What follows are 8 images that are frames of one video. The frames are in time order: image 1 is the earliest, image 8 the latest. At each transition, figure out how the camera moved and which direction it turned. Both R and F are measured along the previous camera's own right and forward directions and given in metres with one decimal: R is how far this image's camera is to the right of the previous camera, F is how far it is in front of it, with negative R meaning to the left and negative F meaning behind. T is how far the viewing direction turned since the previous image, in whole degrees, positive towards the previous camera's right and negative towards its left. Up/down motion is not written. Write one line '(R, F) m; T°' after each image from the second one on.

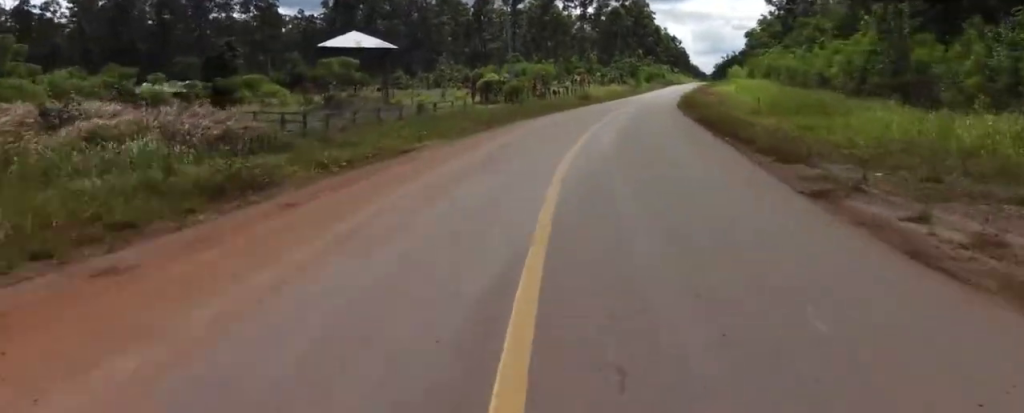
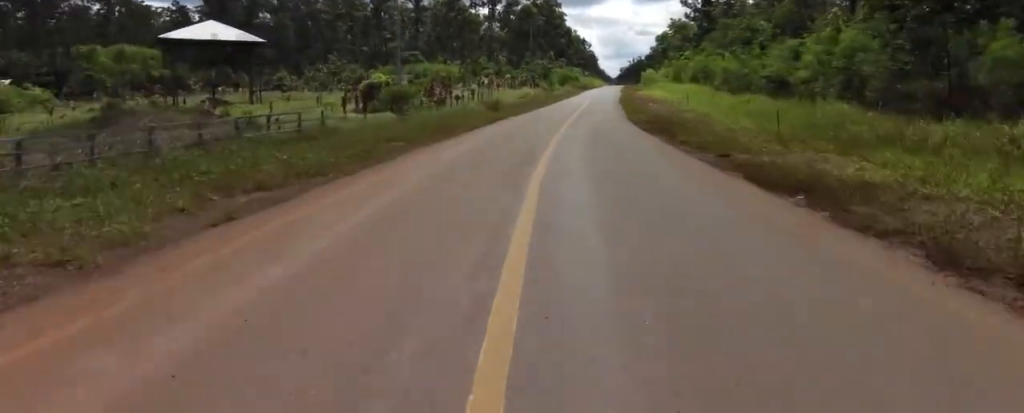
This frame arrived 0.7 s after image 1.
(+1.3, +11.1) m; +11°
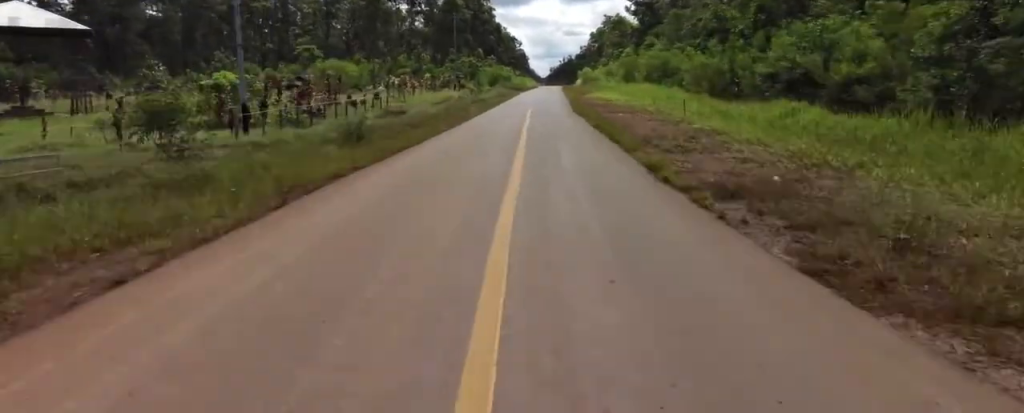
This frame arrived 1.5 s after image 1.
(+1.0, +12.7) m; +5°
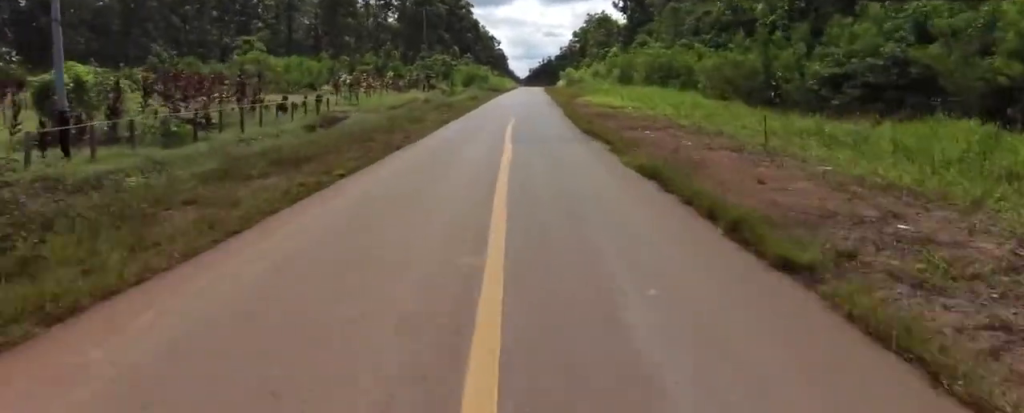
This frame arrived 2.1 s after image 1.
(+0.1, +9.6) m; +2°
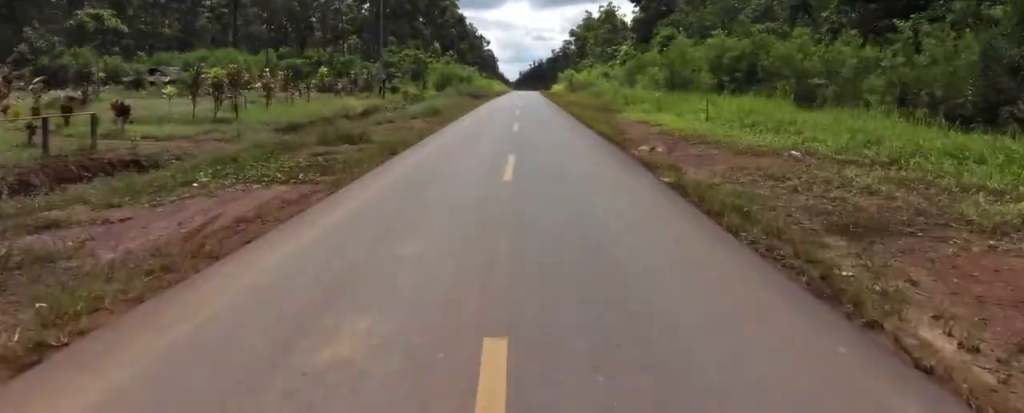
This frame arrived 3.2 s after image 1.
(+0.9, +19.8) m; +5°
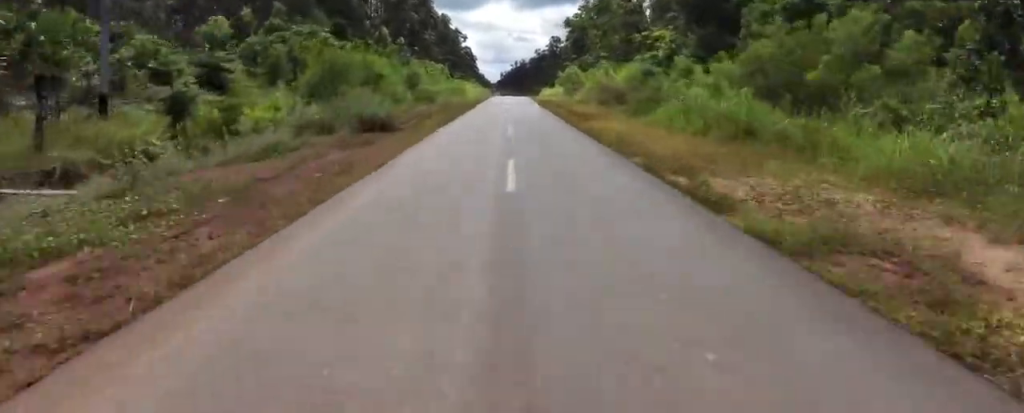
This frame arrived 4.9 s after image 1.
(+0.9, +33.7) m; +1°
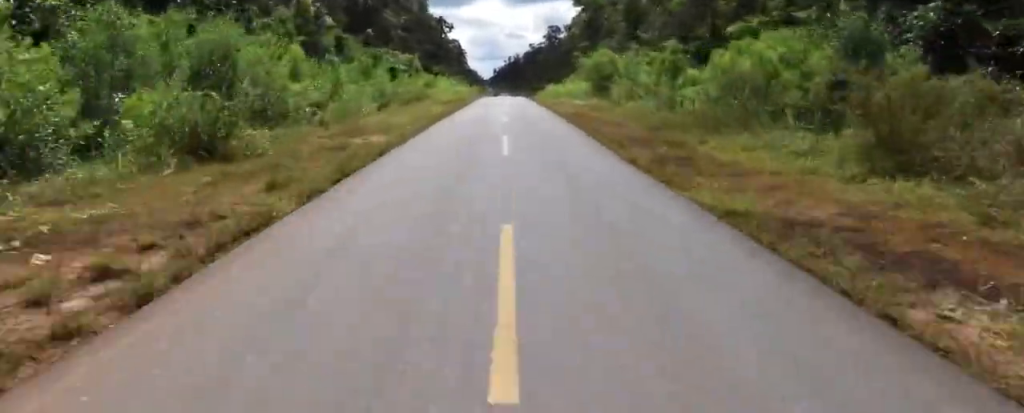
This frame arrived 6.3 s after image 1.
(-0.2, +30.0) m; 0°
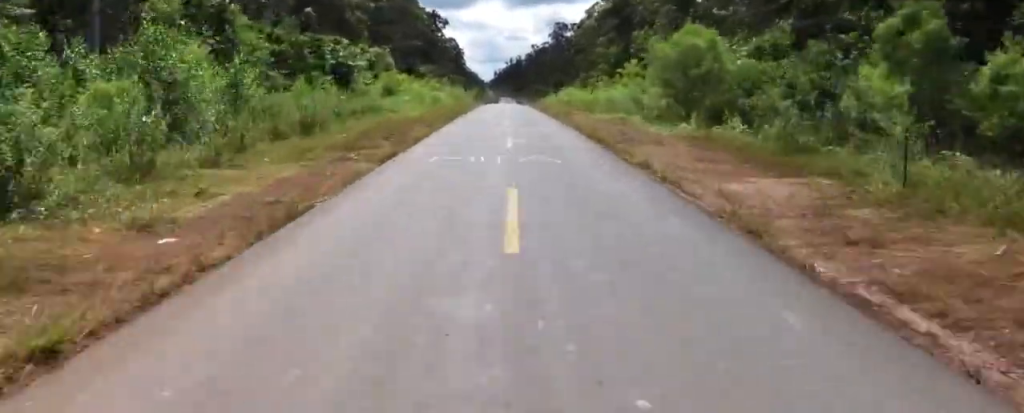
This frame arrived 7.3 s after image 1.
(0.0, +22.3) m; -3°
